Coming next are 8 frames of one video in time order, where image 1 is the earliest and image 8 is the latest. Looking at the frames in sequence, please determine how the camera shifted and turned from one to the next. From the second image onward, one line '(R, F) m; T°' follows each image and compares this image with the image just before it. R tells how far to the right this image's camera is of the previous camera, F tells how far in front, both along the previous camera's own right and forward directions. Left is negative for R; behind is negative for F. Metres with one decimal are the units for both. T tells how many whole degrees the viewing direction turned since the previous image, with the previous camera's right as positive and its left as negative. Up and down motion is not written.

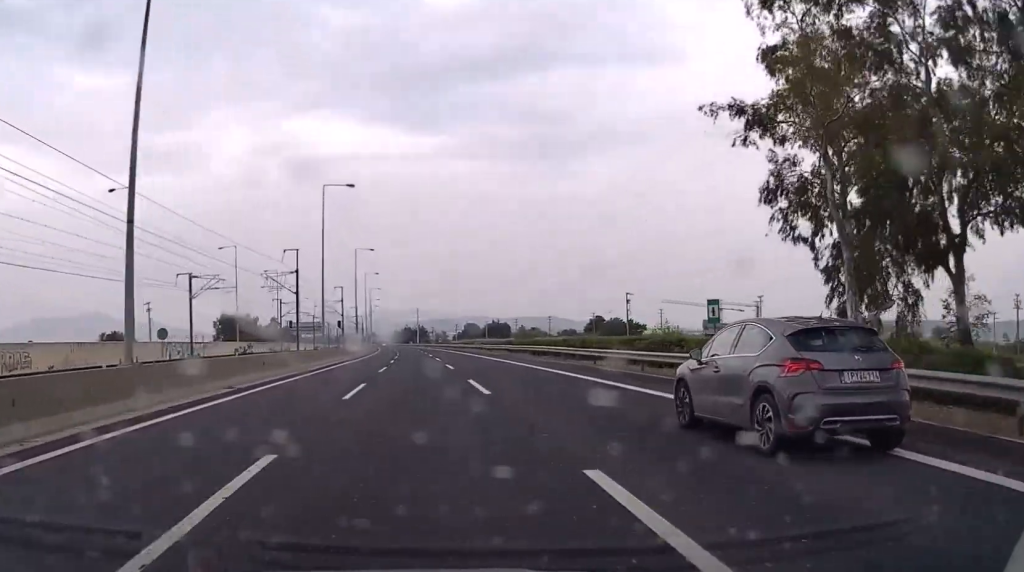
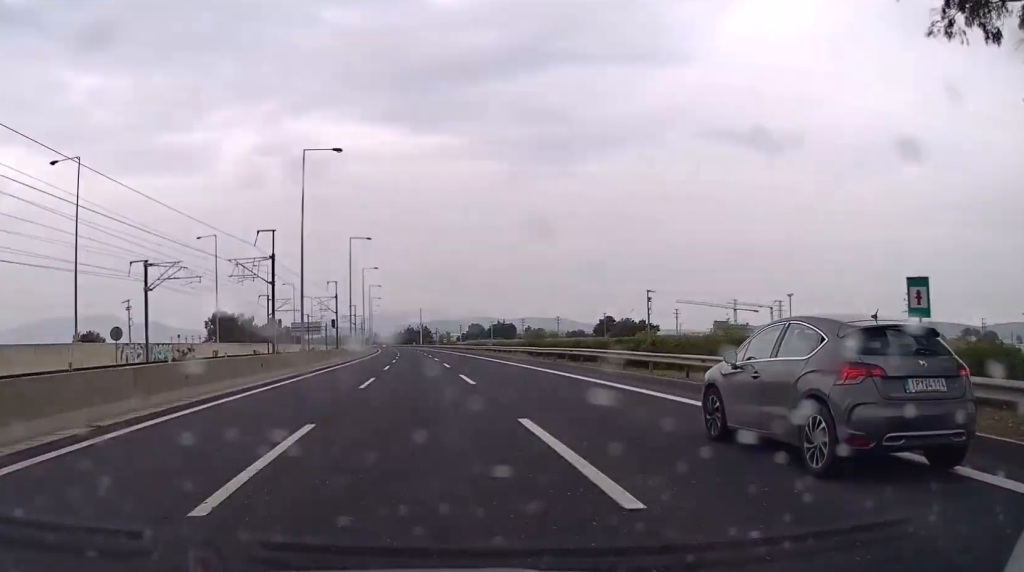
(+0.1, +12.9) m; 0°
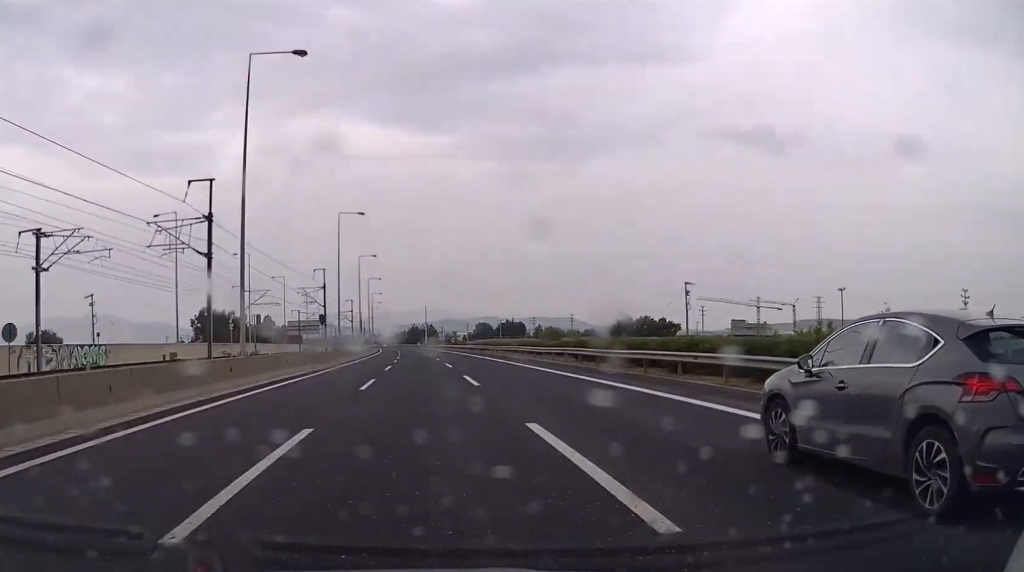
(-0.1, +18.9) m; 0°
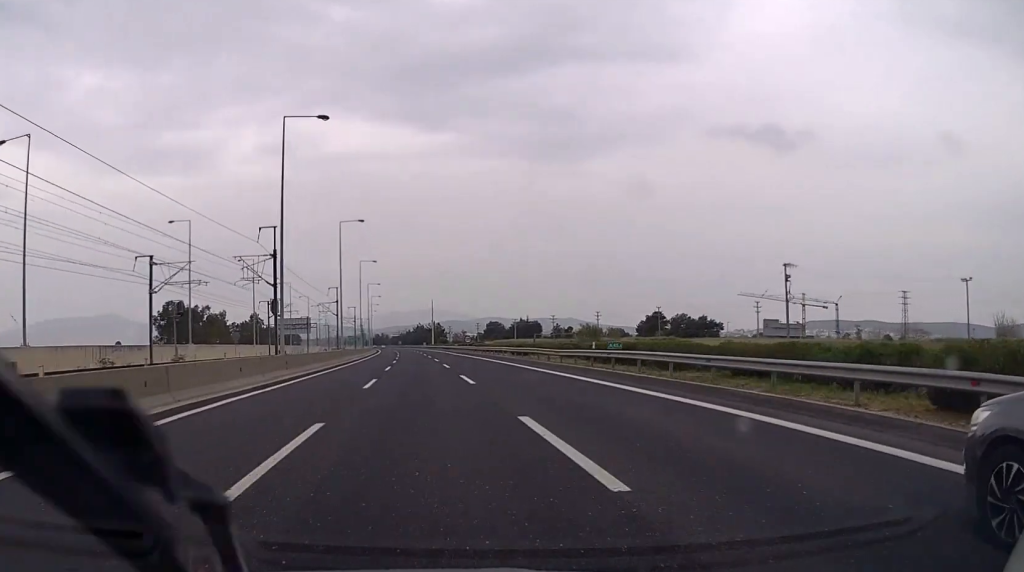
(-0.1, +34.7) m; 0°
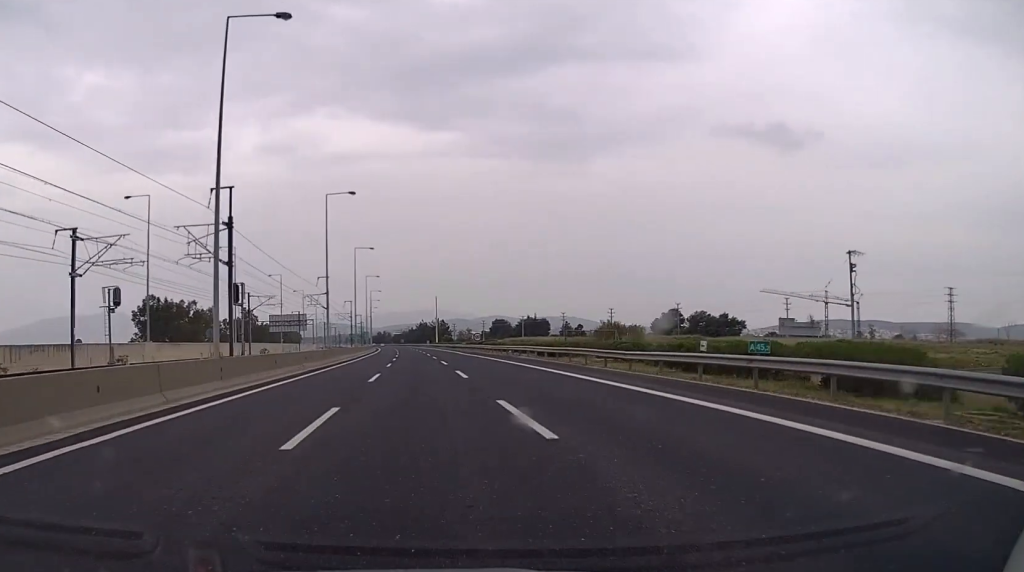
(0.0, +14.9) m; 0°
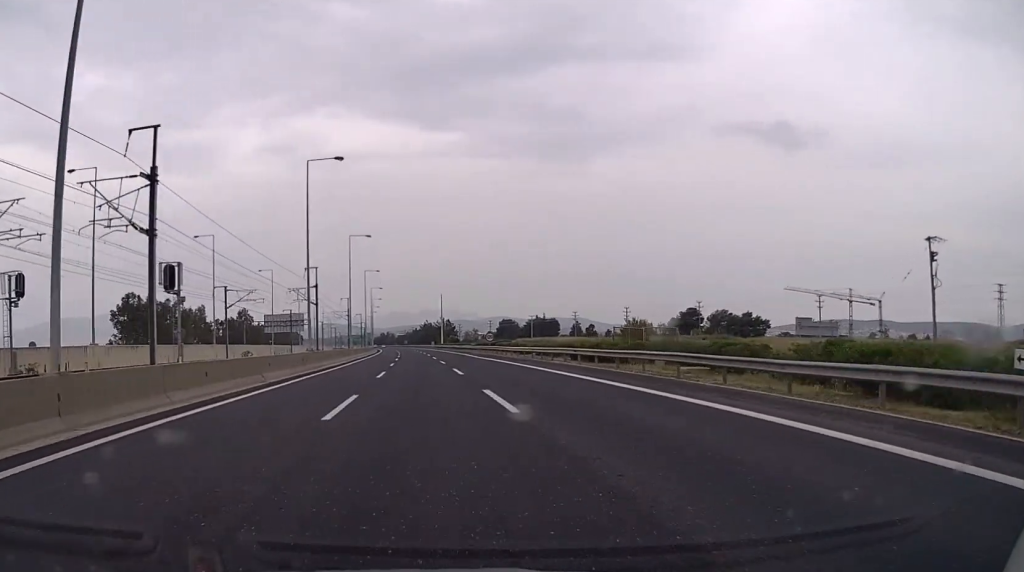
(0.0, +13.9) m; 0°
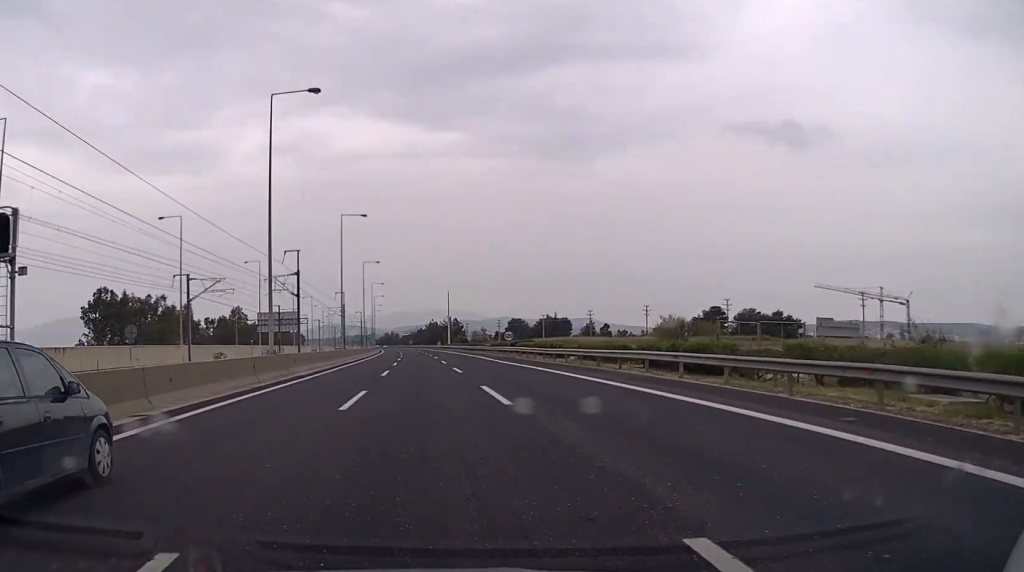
(0.0, +15.9) m; 0°
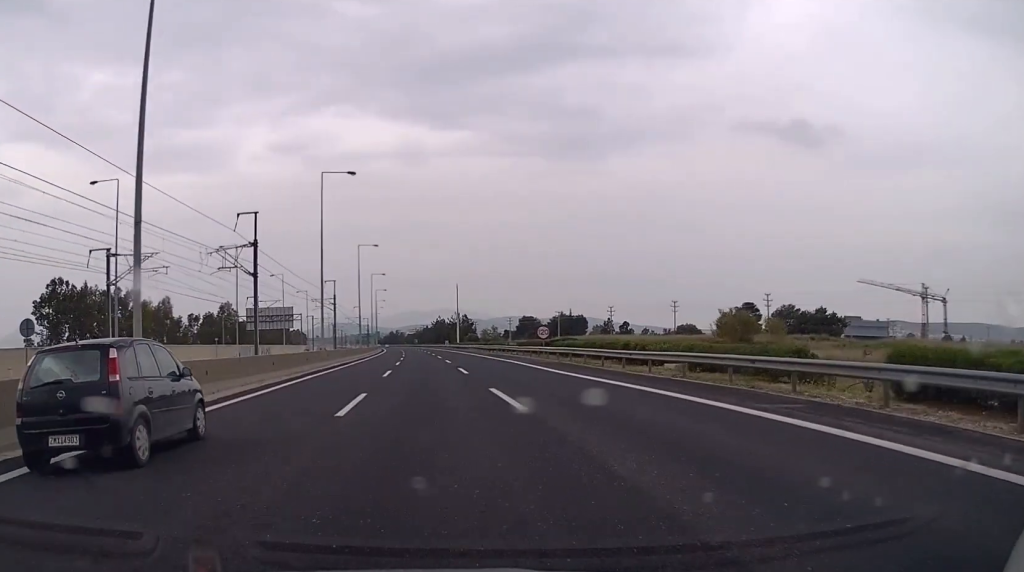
(-0.1, +19.8) m; 0°
